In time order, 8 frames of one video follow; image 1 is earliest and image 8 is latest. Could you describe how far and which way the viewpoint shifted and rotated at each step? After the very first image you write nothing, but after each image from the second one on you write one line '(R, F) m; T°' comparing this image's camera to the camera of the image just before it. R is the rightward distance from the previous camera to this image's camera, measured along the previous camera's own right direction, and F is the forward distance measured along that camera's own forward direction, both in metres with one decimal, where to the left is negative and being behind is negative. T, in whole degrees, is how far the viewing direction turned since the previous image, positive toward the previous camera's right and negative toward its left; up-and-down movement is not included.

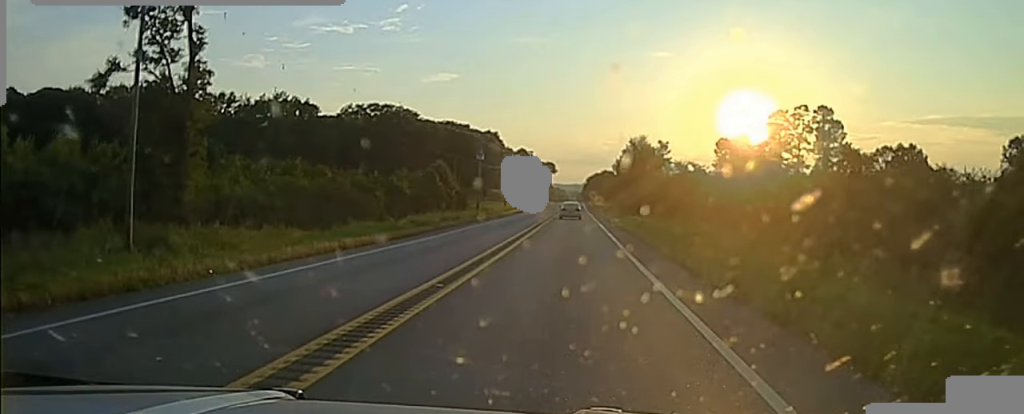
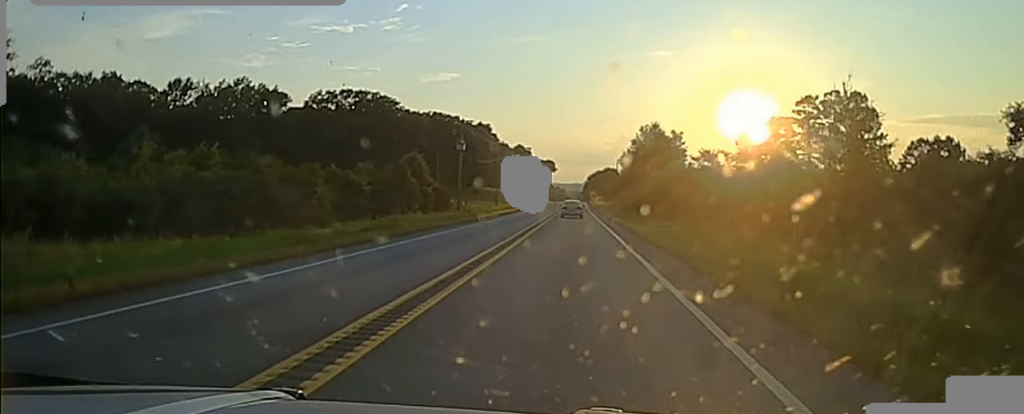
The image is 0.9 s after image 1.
(0.0, +20.4) m; 0°
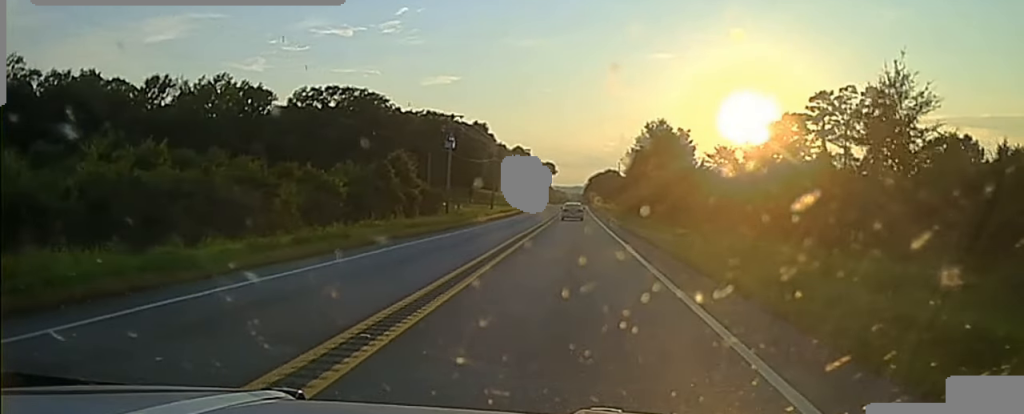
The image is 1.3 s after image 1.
(0.0, +8.9) m; 0°
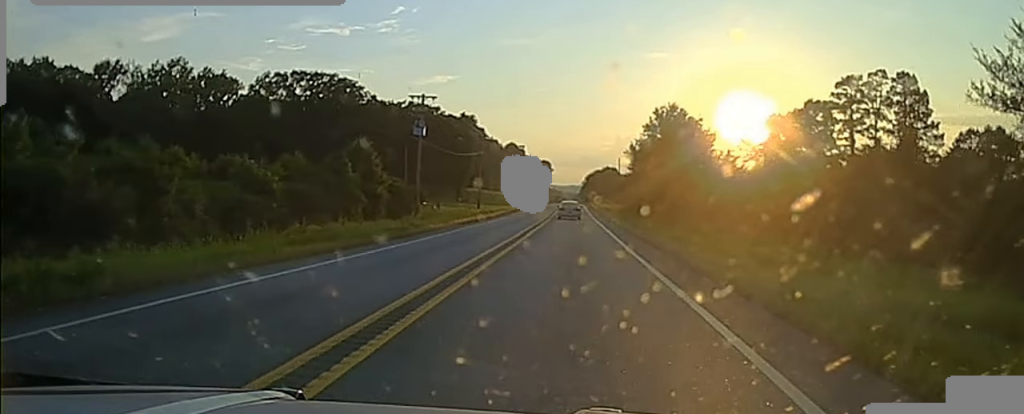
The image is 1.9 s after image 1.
(0.0, +15.1) m; 0°
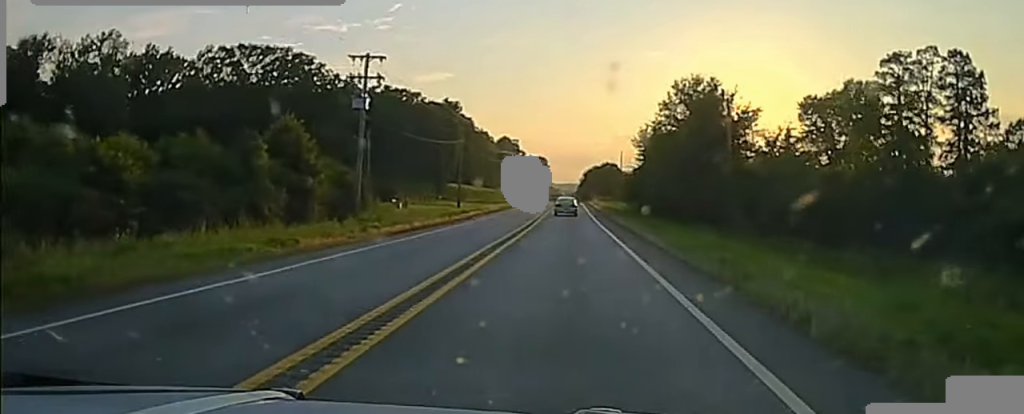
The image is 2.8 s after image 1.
(0.0, +17.7) m; 0°
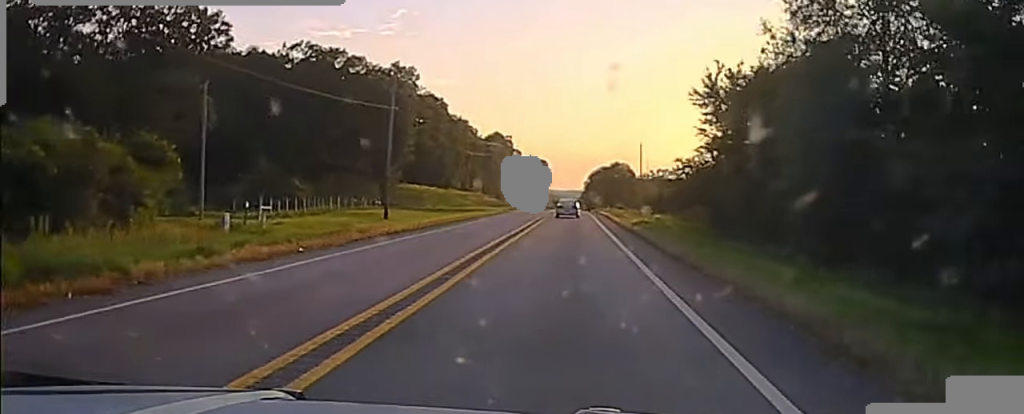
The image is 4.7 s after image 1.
(+0.2, +44.5) m; 0°
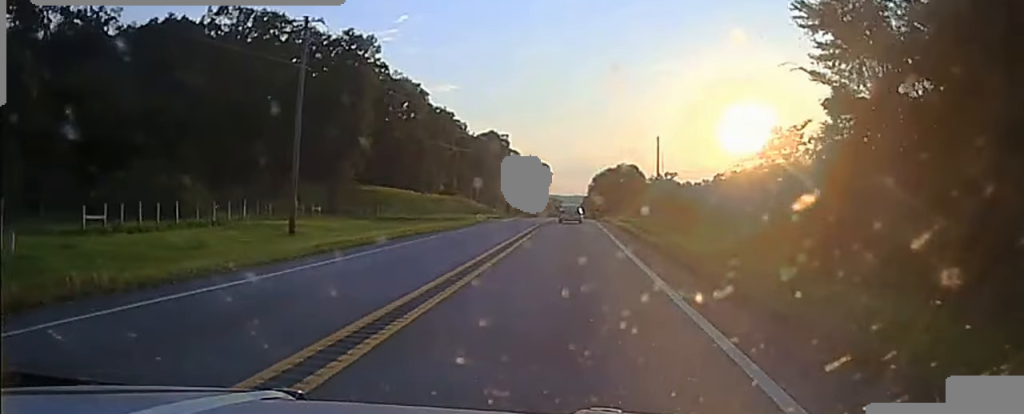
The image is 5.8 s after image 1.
(0.0, +24.7) m; 0°
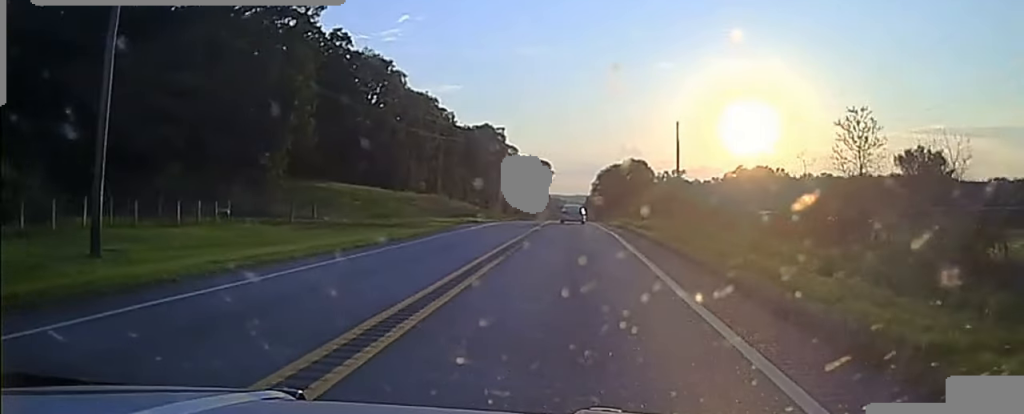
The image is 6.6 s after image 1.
(-0.1, +21.5) m; 0°
